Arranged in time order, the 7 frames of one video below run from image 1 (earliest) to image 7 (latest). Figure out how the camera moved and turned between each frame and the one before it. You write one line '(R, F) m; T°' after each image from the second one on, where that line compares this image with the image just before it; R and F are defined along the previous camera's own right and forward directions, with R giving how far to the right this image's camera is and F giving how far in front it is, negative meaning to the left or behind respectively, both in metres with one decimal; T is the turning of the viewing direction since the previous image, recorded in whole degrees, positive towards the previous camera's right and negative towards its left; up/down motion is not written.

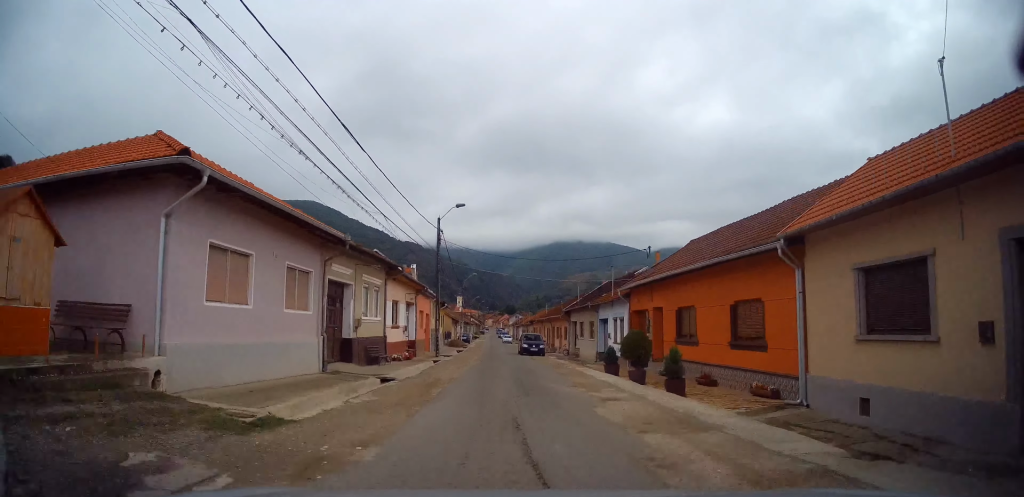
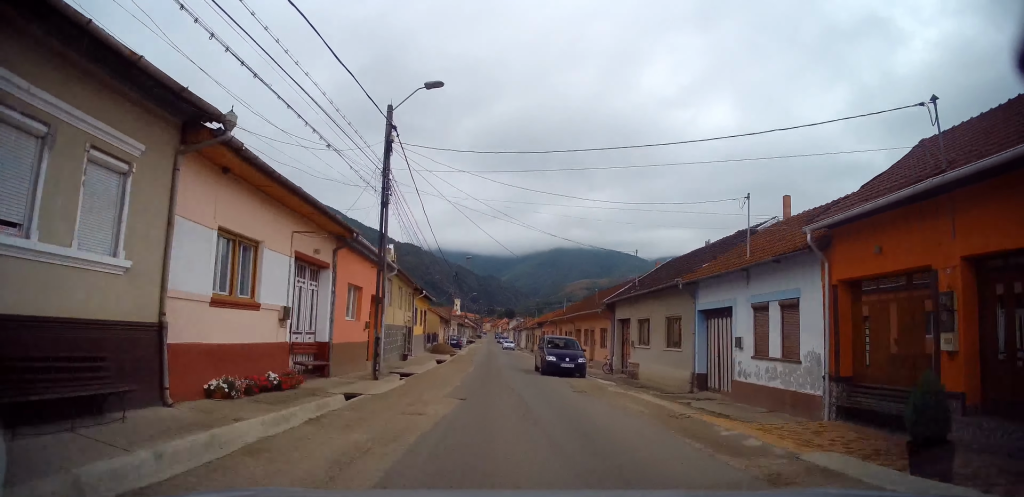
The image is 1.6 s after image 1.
(+0.2, +17.3) m; 0°
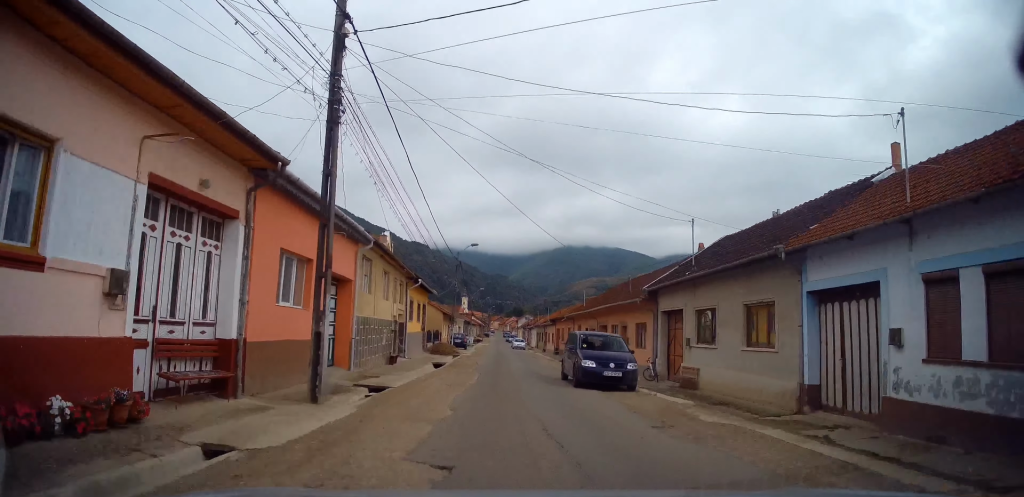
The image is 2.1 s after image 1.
(+0.1, +6.4) m; -1°
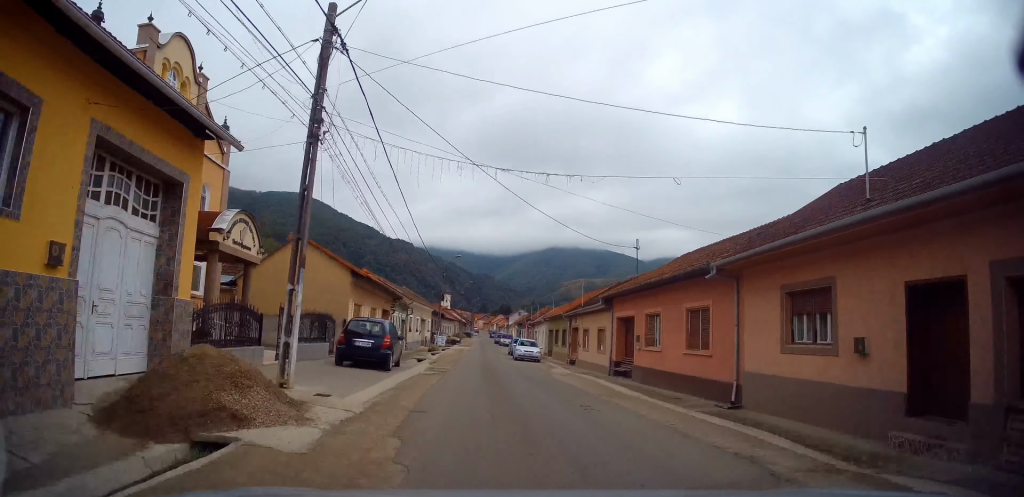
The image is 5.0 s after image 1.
(+0.3, +34.6) m; +2°
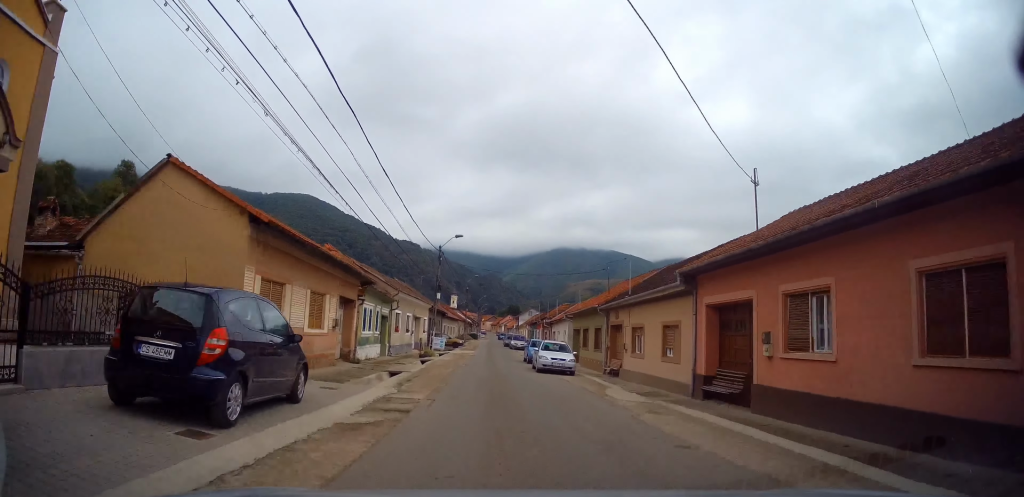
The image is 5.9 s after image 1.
(+0.1, +10.9) m; 0°
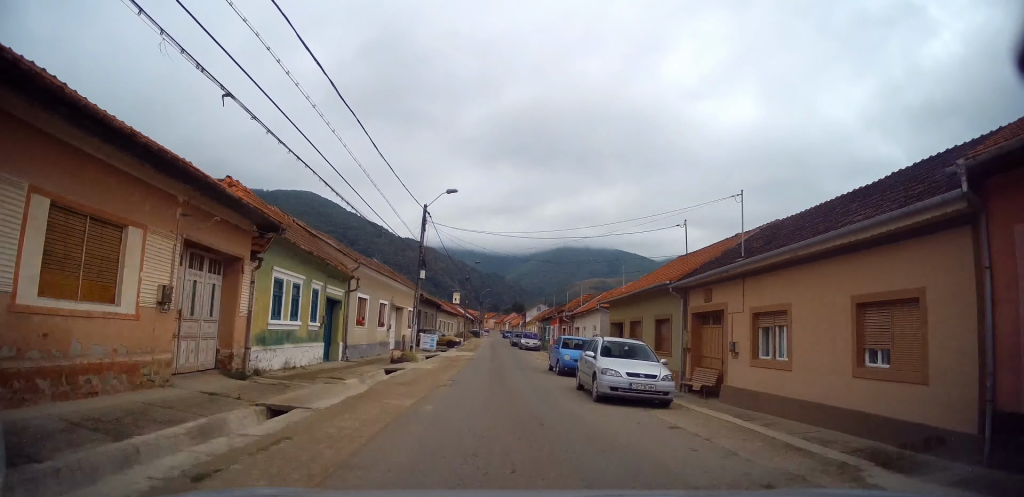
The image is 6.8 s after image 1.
(-0.1, +11.9) m; -1°
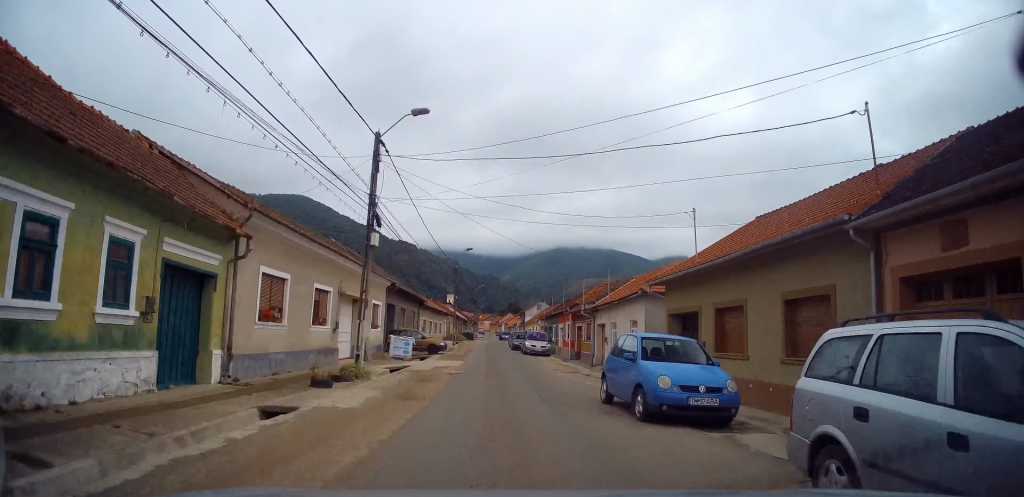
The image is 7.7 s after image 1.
(0.0, +10.7) m; +1°
